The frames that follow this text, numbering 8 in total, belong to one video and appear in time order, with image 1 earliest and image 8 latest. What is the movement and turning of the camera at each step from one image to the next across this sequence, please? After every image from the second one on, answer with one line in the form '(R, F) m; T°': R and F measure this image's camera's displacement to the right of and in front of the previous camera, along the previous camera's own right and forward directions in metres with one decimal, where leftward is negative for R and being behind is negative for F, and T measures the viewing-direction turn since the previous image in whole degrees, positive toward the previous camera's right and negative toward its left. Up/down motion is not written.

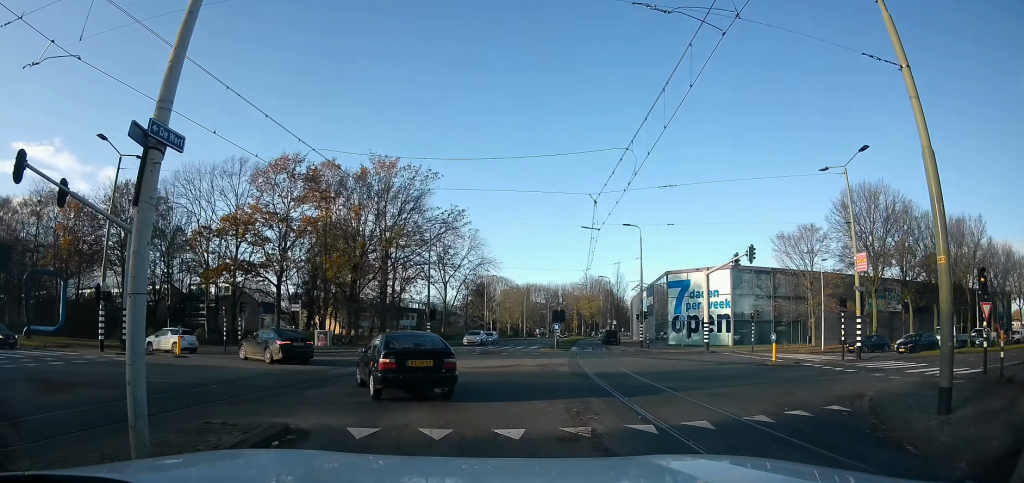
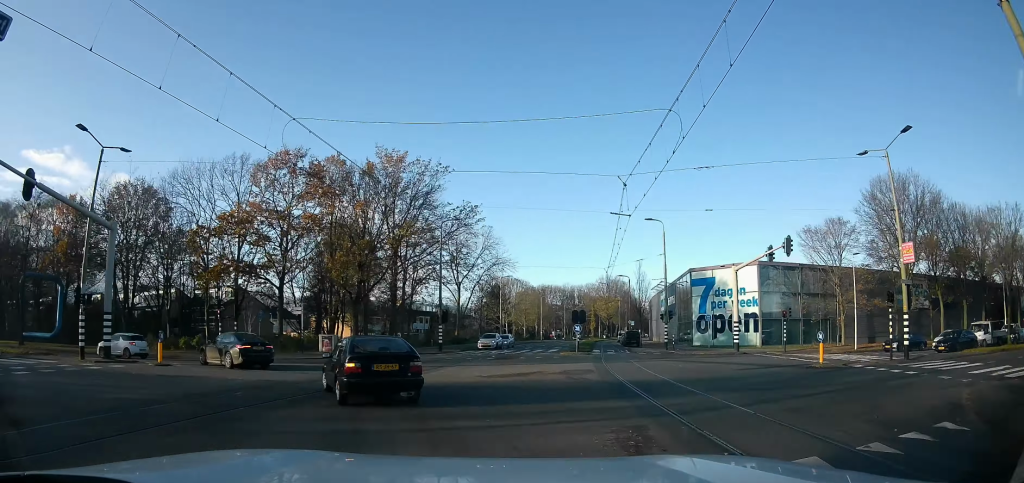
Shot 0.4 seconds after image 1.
(+0.3, +2.7) m; -4°
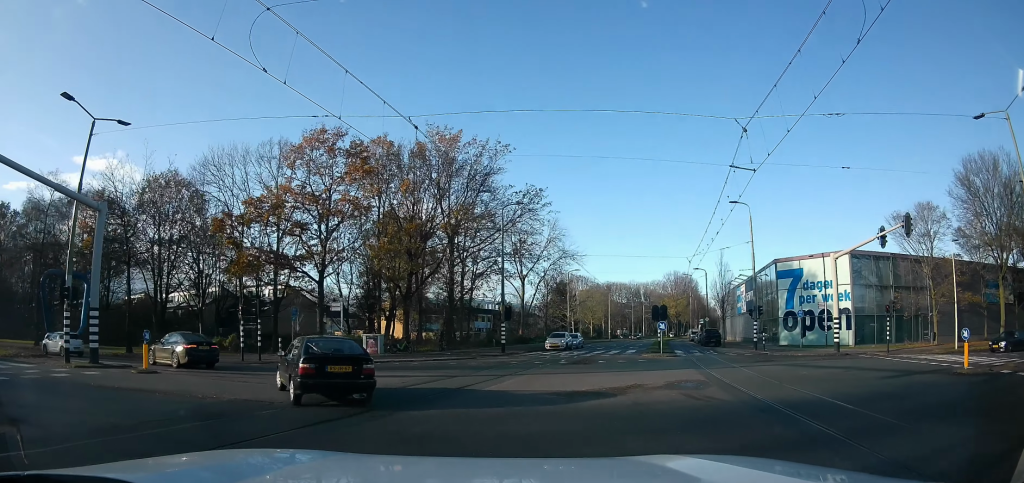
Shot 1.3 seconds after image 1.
(-1.2, +5.2) m; -12°
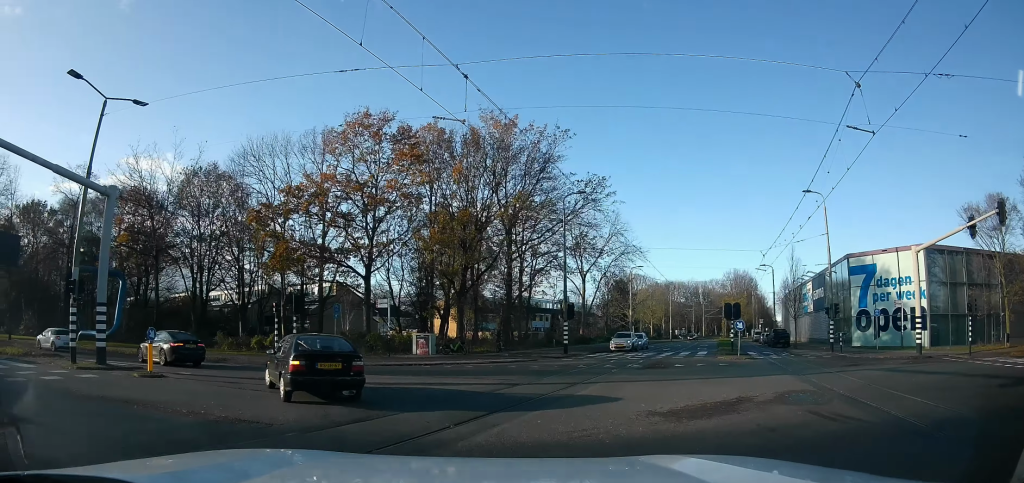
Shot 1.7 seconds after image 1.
(-0.1, +3.1) m; -1°
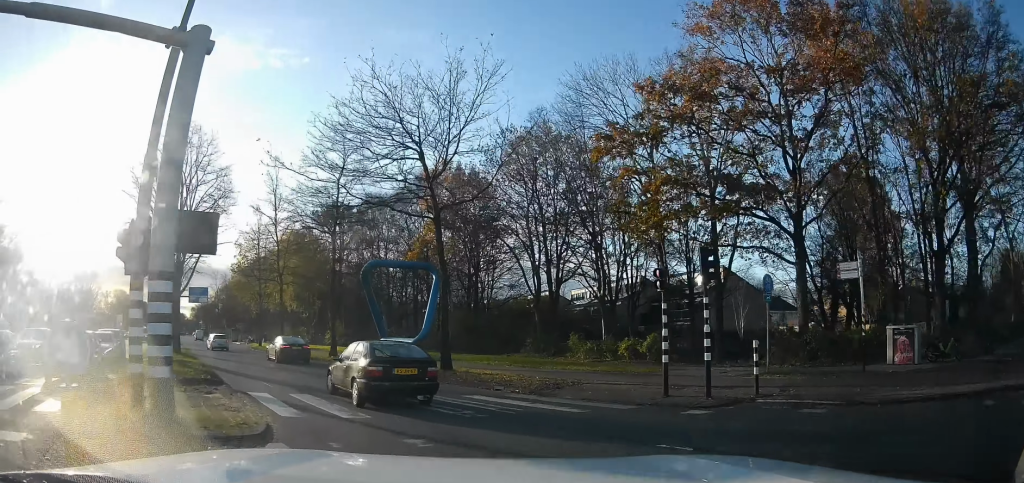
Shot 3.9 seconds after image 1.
(-1.8, +13.9) m; -28°
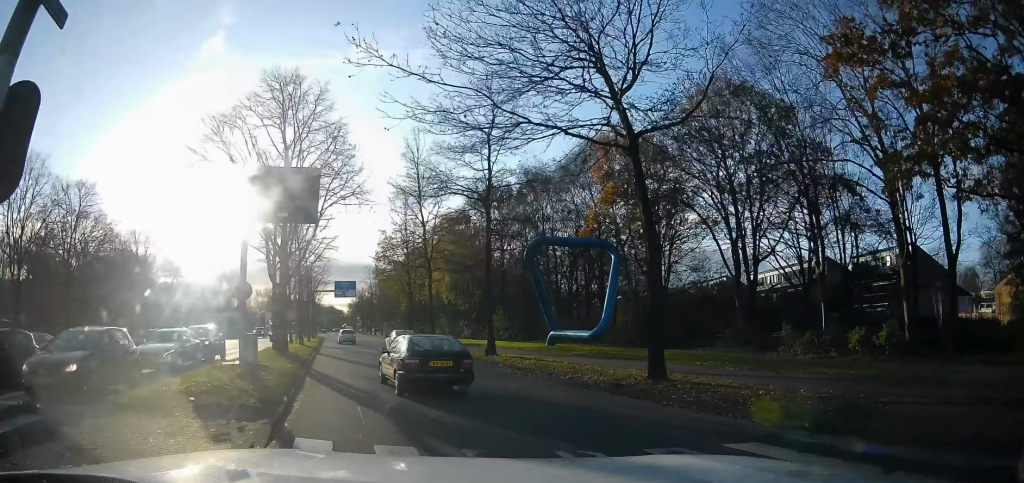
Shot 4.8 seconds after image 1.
(-1.3, +6.5) m; -18°
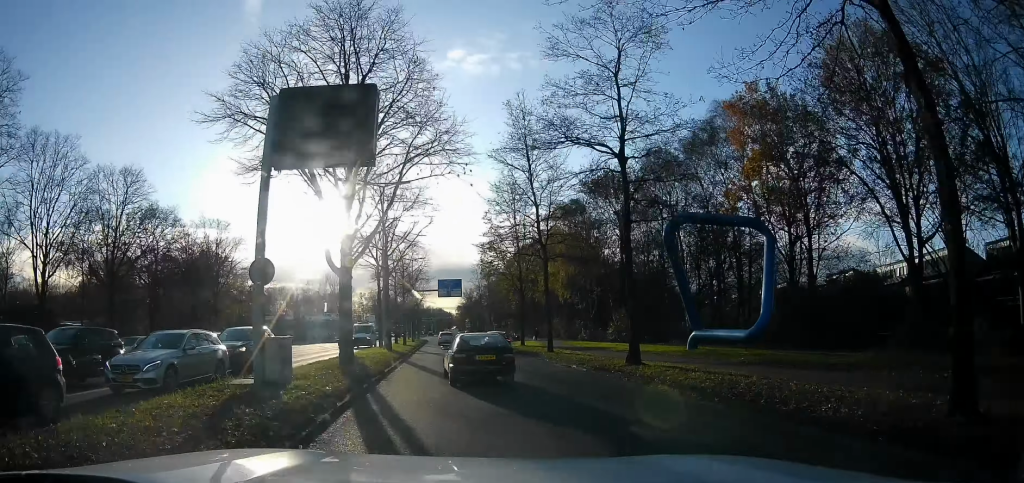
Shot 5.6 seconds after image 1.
(-0.7, +6.2) m; -11°
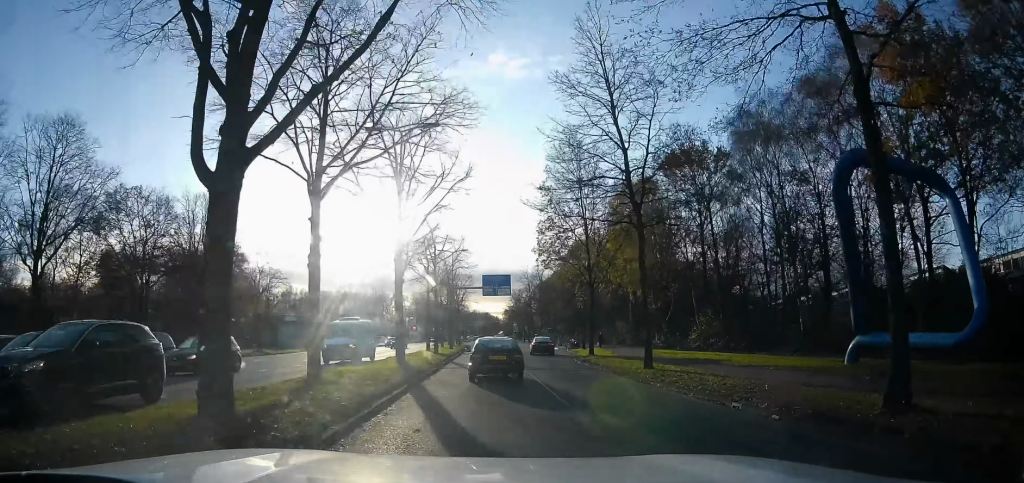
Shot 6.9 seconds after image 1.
(-1.4, +9.7) m; -15°
